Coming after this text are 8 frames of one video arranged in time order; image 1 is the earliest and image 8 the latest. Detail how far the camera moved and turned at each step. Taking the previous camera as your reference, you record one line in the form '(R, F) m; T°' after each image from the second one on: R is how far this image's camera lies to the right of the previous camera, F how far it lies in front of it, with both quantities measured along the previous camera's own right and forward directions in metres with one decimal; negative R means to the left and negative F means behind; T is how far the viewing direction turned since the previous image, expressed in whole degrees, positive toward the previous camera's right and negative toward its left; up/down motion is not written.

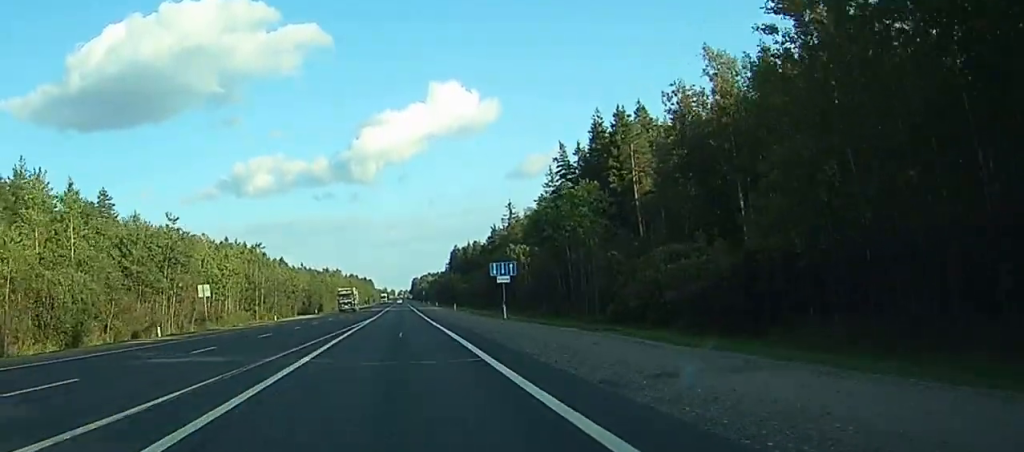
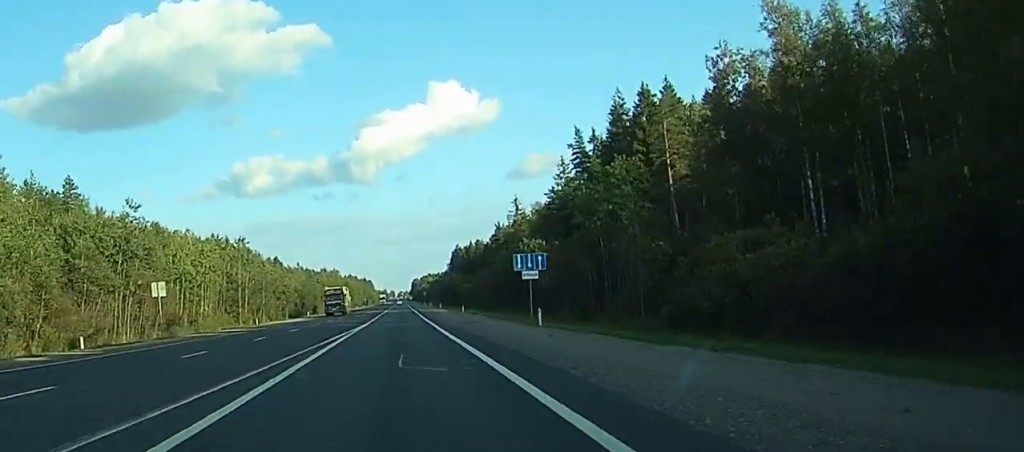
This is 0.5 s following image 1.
(0.0, +13.0) m; 0°
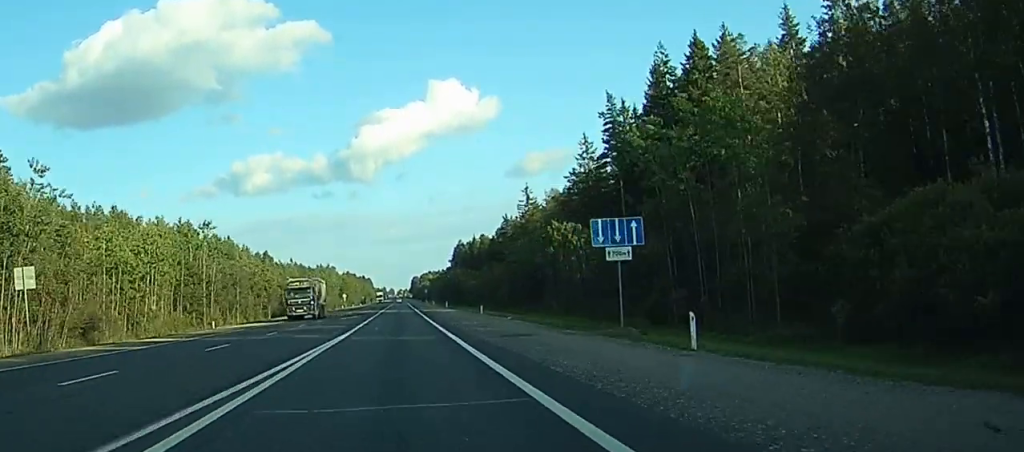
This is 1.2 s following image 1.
(-0.1, +20.5) m; 0°
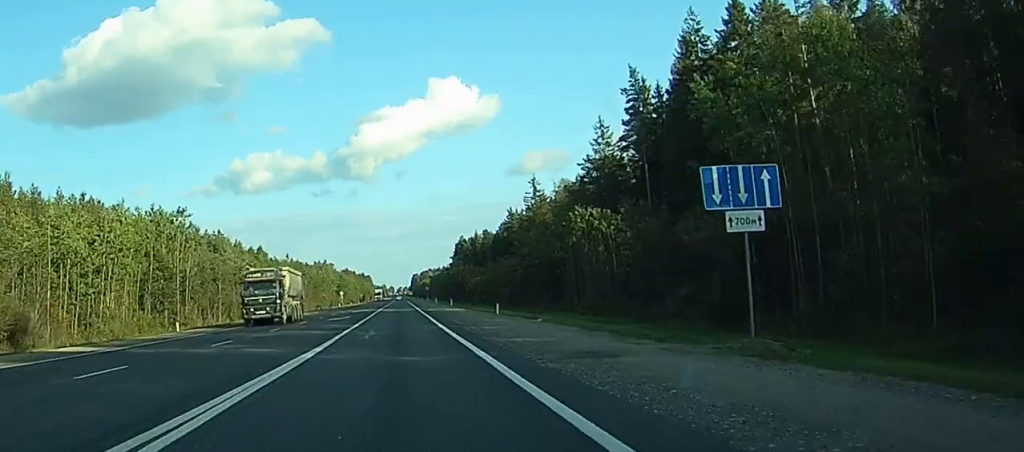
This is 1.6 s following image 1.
(0.0, +11.2) m; 0°
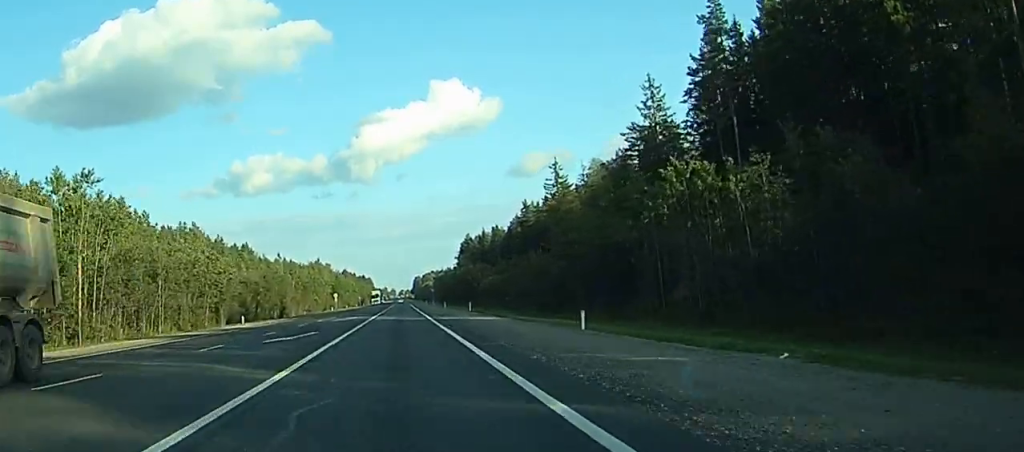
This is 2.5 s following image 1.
(+0.1, +26.2) m; 0°
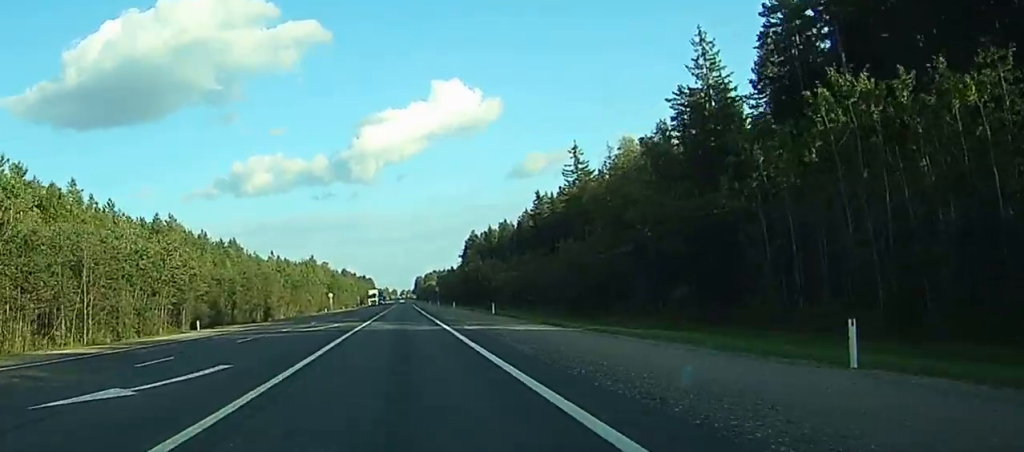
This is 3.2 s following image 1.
(0.0, +18.7) m; 0°
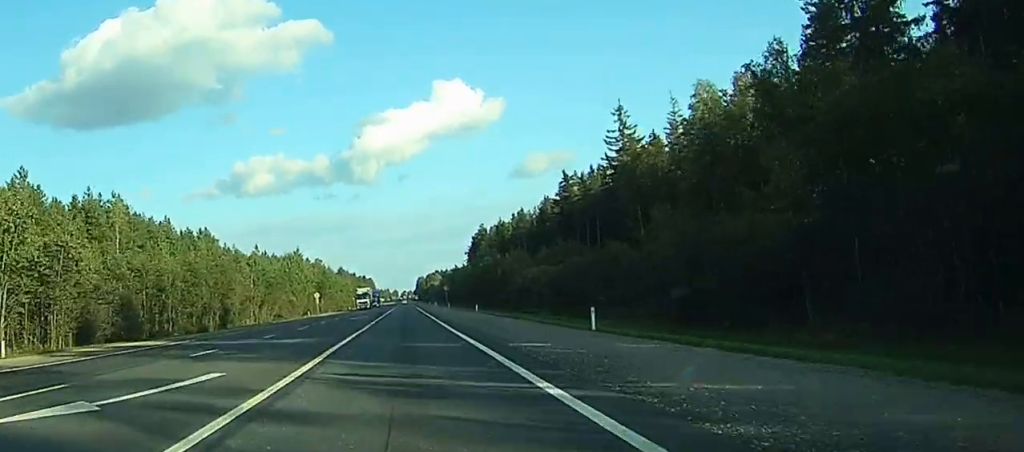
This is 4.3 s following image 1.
(+0.1, +31.8) m; 0°
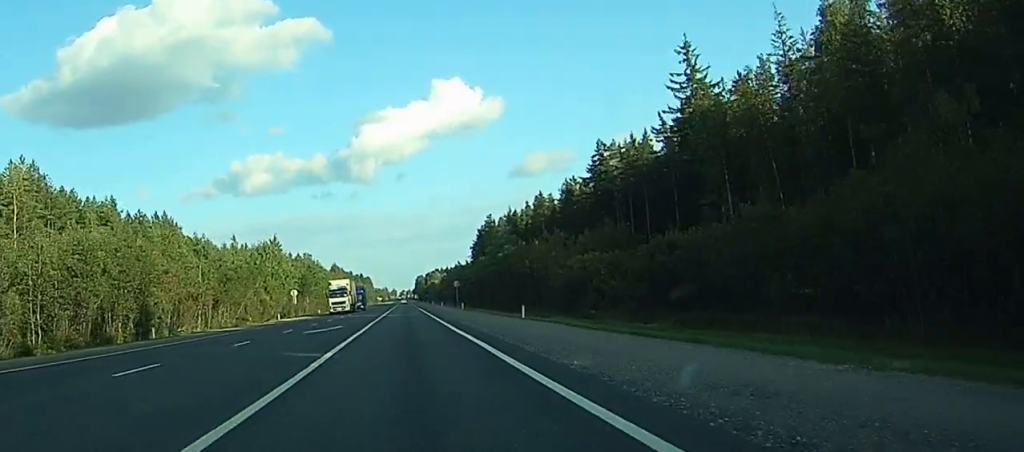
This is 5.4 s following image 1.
(0.0, +30.7) m; 0°
